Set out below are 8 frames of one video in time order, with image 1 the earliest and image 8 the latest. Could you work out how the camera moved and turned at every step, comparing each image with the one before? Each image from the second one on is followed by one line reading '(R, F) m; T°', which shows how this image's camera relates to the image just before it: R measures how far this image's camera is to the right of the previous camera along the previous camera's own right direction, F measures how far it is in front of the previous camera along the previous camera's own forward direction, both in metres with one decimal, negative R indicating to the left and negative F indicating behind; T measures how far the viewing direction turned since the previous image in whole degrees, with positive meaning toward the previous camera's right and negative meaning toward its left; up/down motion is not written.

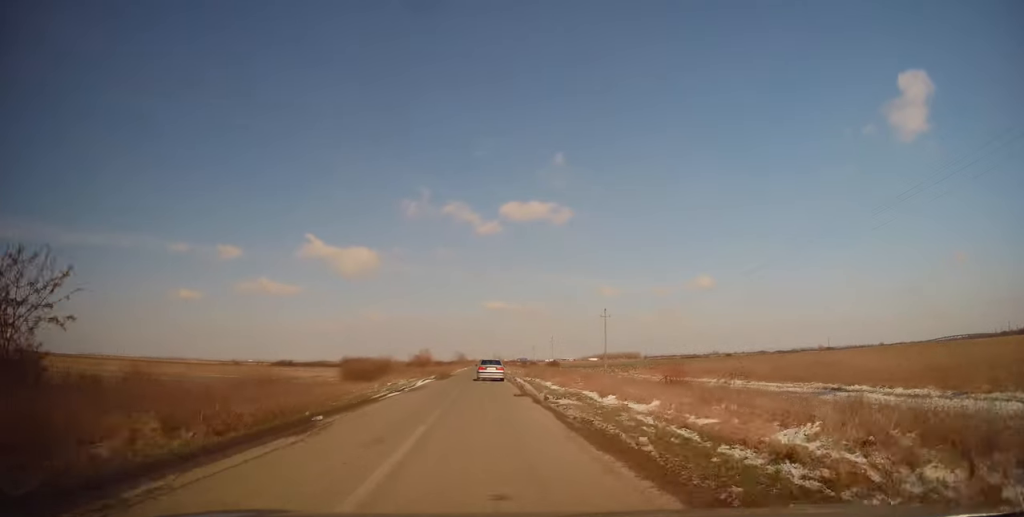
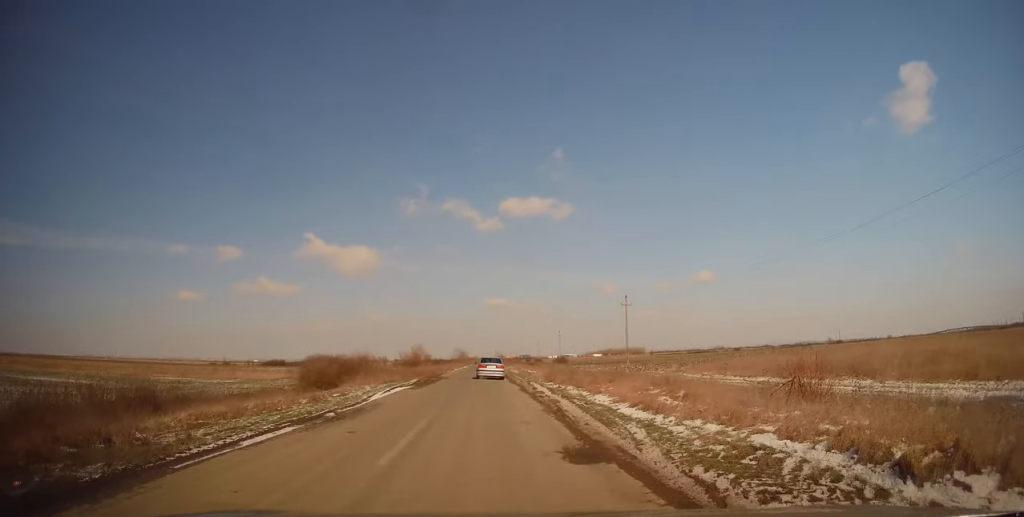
(+0.1, +12.9) m; 0°
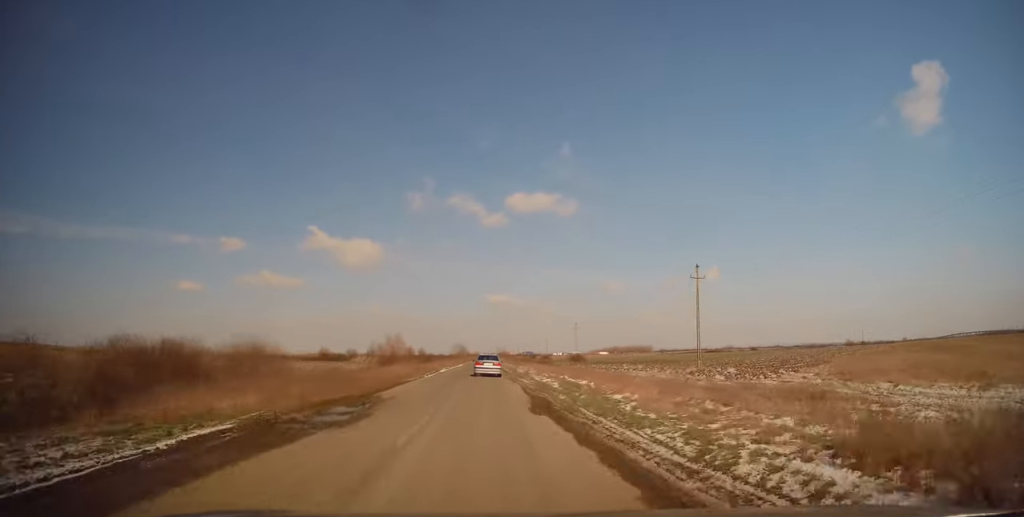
(-0.4, +26.2) m; 0°
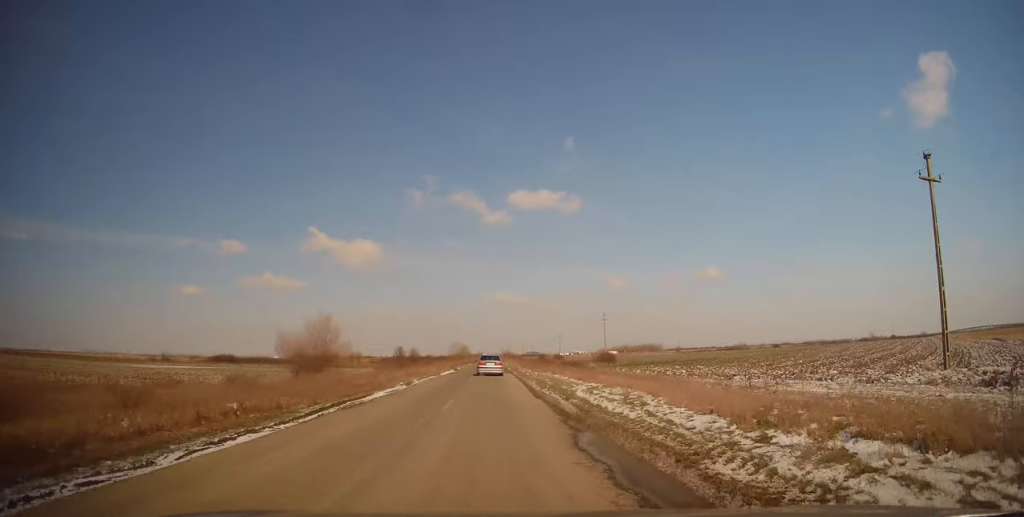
(-0.3, +30.7) m; -1°
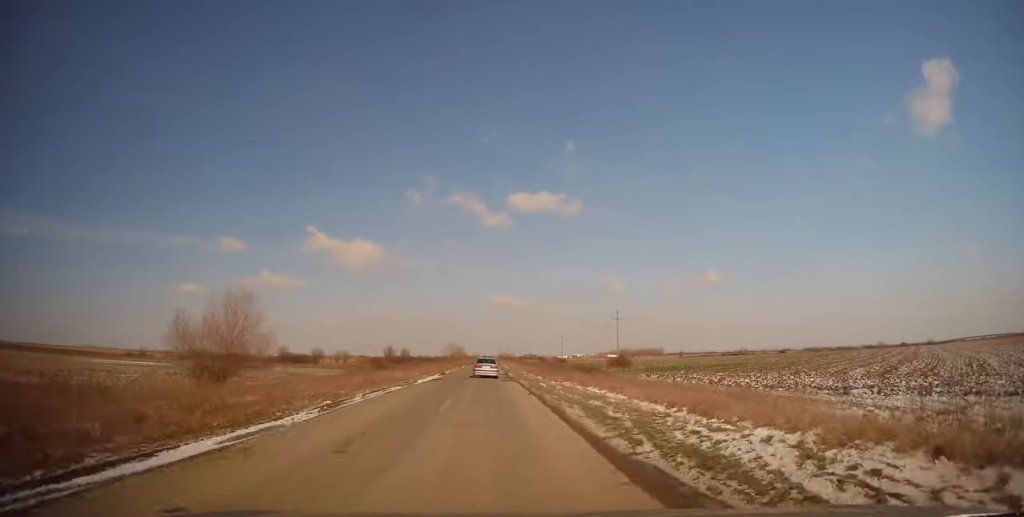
(+0.1, +12.9) m; 0°
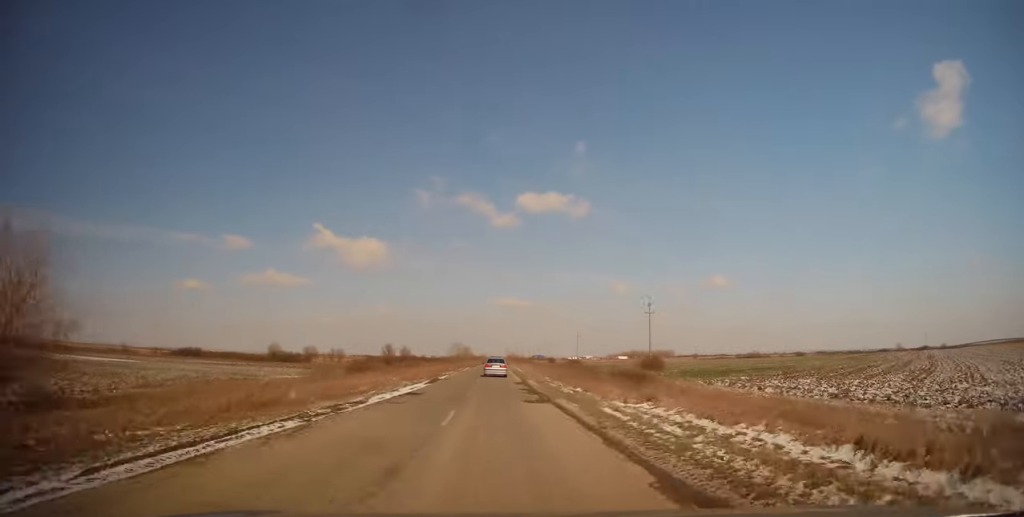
(+0.1, +14.1) m; 0°
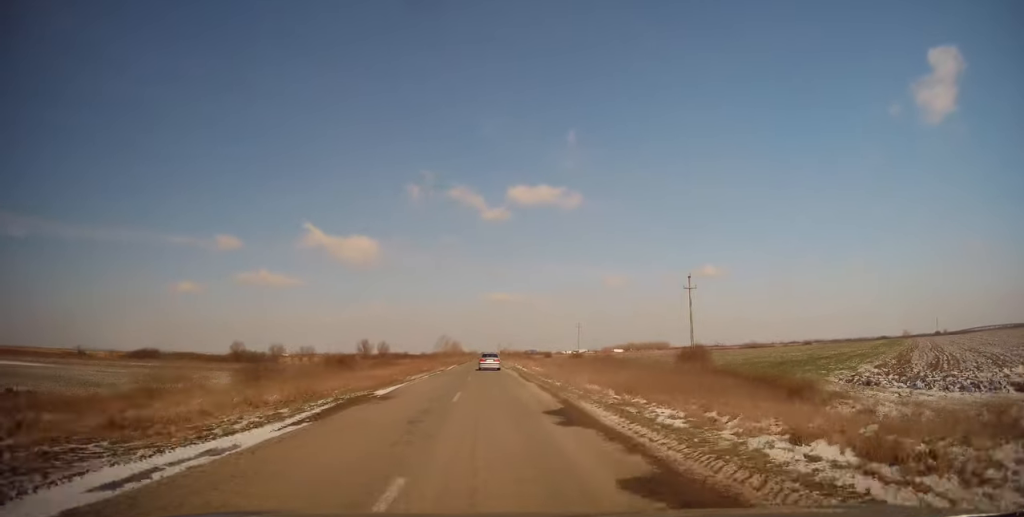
(-0.1, +20.4) m; +1°
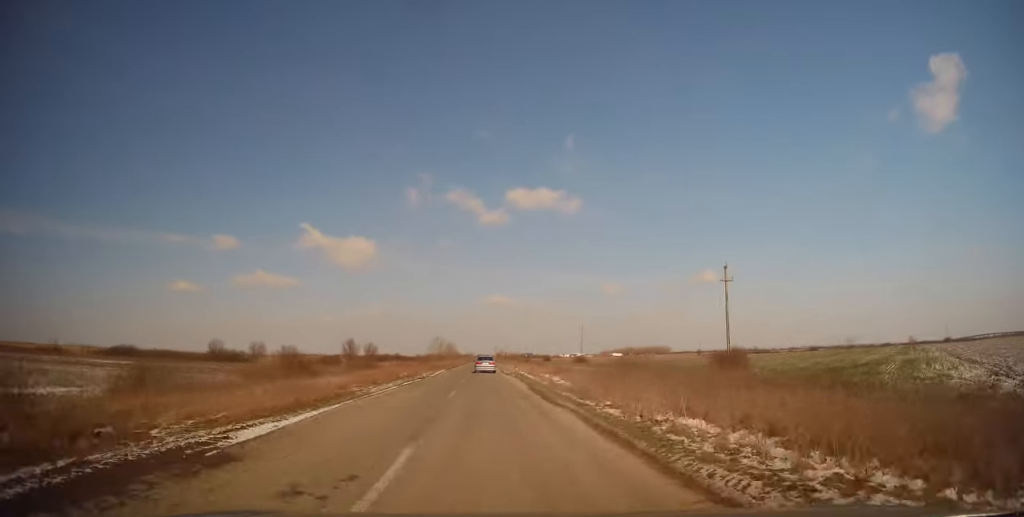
(+0.2, +10.5) m; 0°
